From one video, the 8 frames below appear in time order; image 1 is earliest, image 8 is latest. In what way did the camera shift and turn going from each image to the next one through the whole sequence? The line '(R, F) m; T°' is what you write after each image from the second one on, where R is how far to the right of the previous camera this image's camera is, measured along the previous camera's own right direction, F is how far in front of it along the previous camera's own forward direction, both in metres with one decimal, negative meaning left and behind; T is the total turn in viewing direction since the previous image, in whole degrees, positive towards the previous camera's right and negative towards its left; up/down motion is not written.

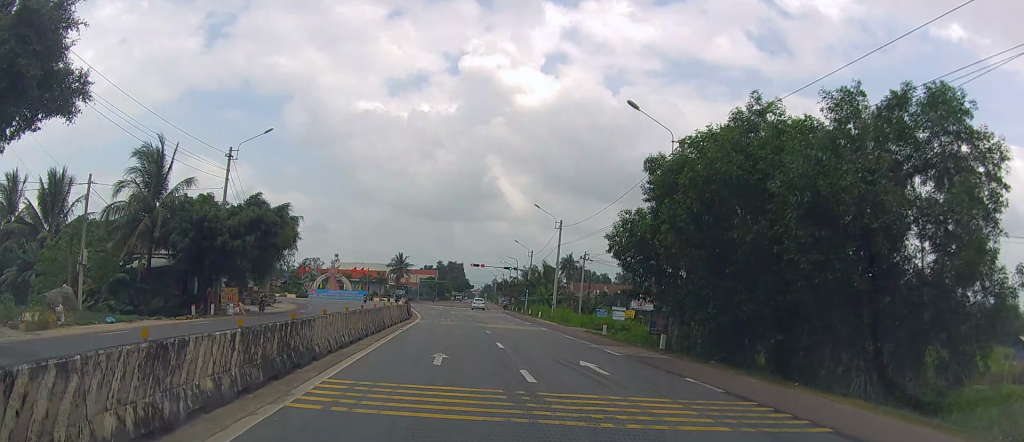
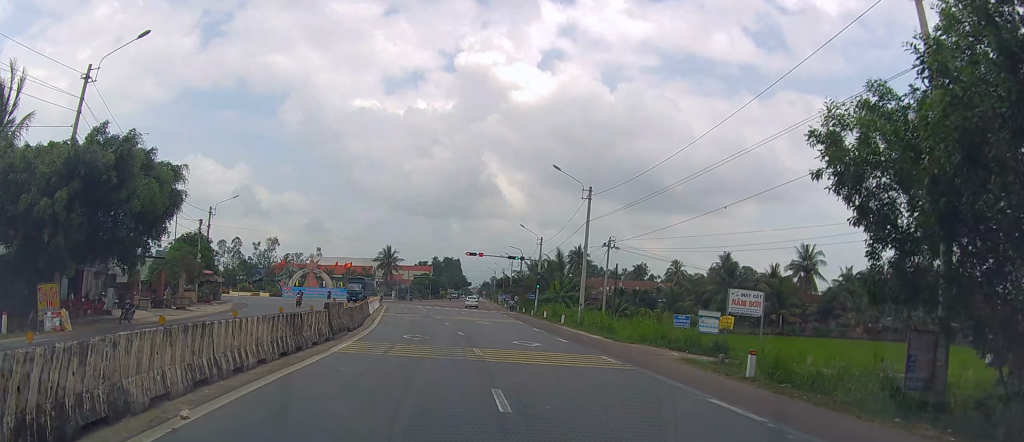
(+0.4, +19.3) m; +4°
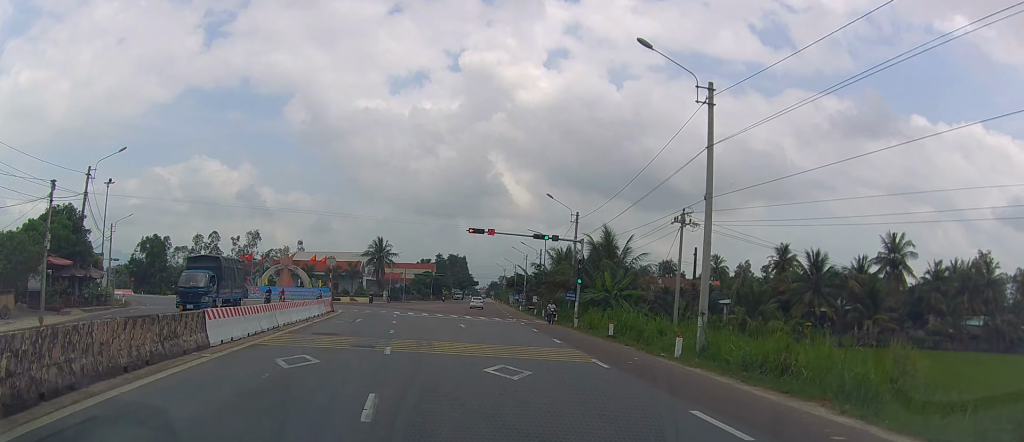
(+0.3, +24.7) m; +1°
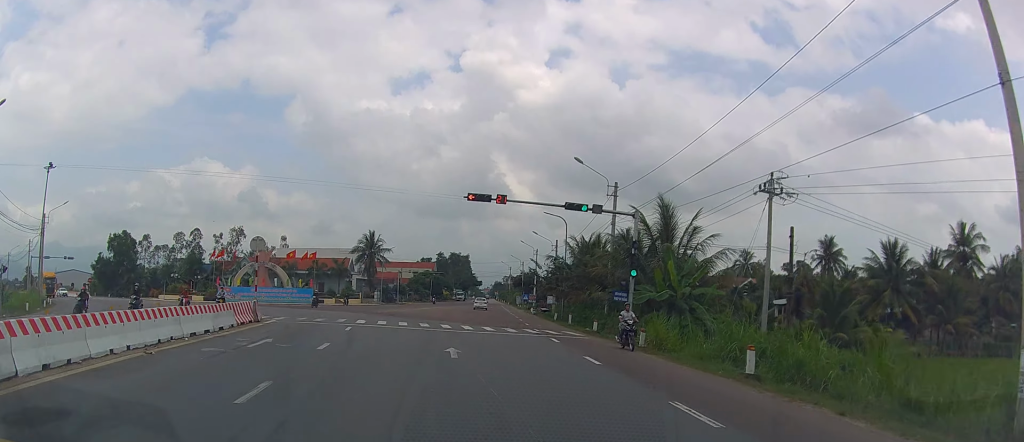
(0.0, +16.0) m; 0°
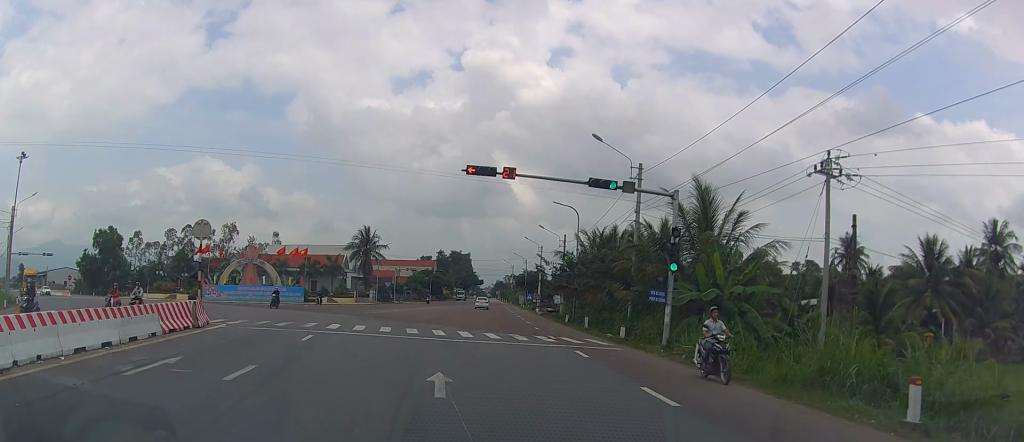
(0.0, +6.3) m; 0°
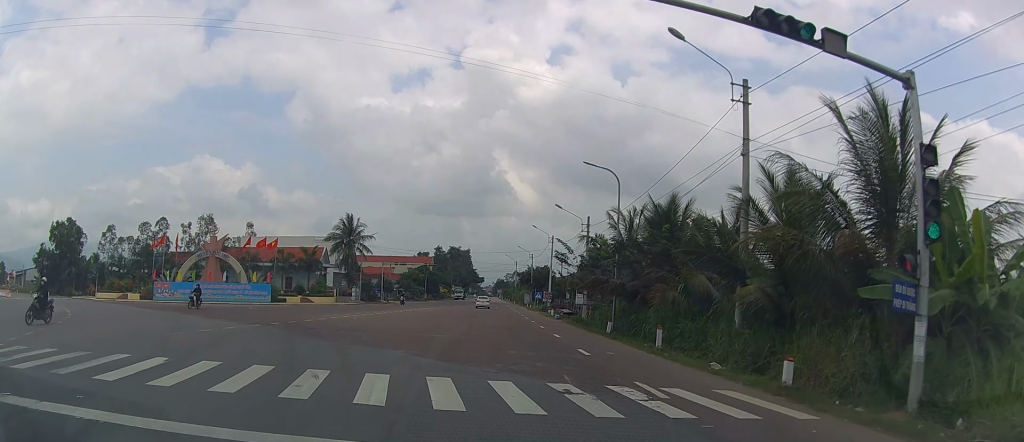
(0.0, +15.6) m; 0°
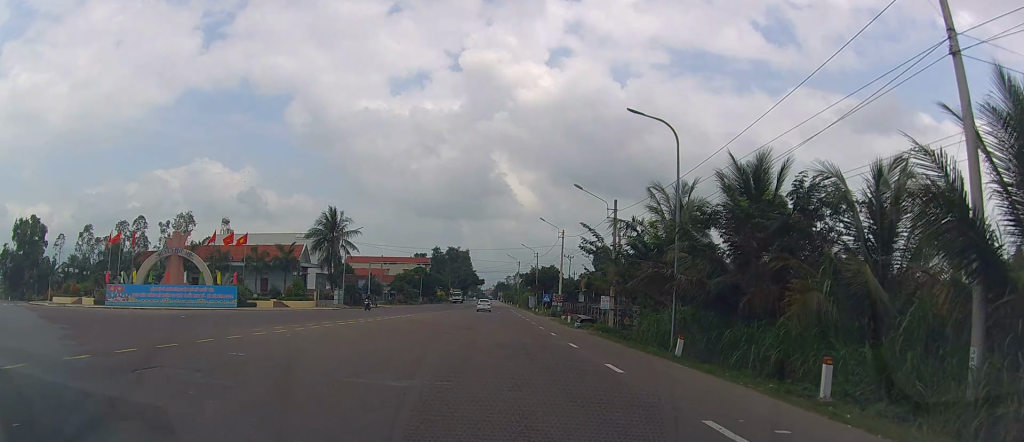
(+0.1, +11.8) m; -2°
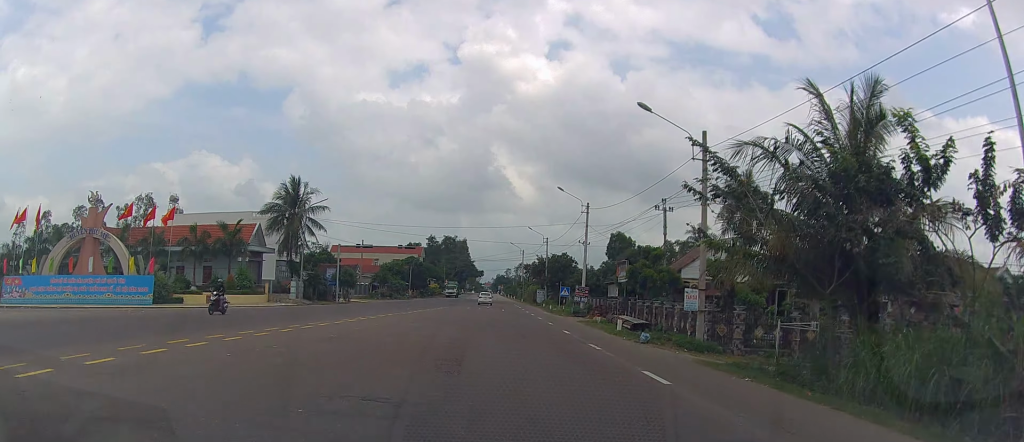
(-0.4, +19.0) m; 0°
